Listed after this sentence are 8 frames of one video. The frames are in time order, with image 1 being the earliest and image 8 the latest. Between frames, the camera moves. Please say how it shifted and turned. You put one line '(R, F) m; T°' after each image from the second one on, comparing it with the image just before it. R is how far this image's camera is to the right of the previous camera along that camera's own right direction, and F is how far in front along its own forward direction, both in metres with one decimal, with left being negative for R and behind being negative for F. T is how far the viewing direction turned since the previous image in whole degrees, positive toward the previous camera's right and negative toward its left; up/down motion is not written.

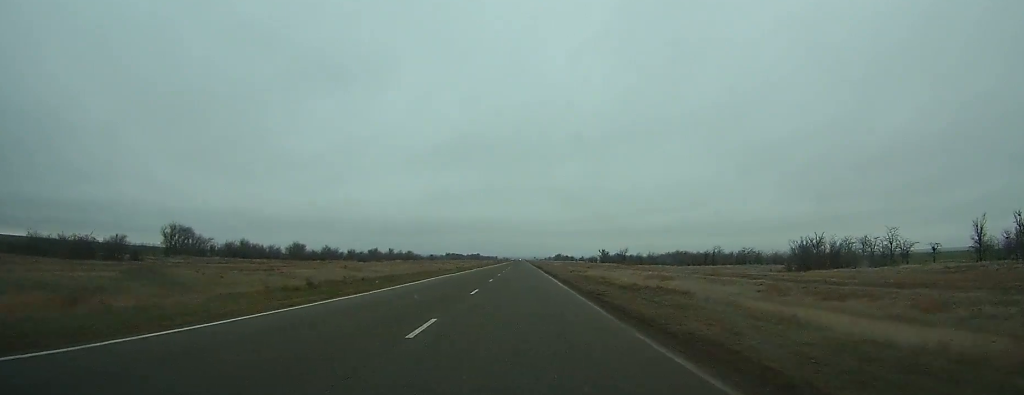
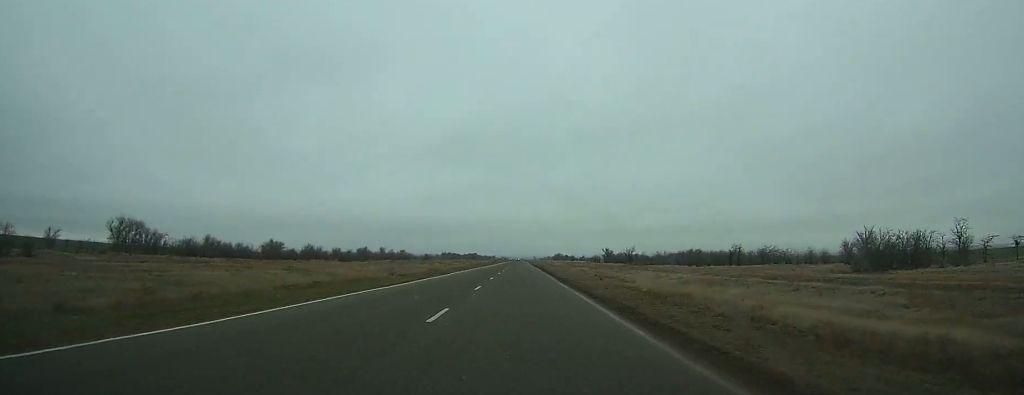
(0.0, +23.2) m; 0°
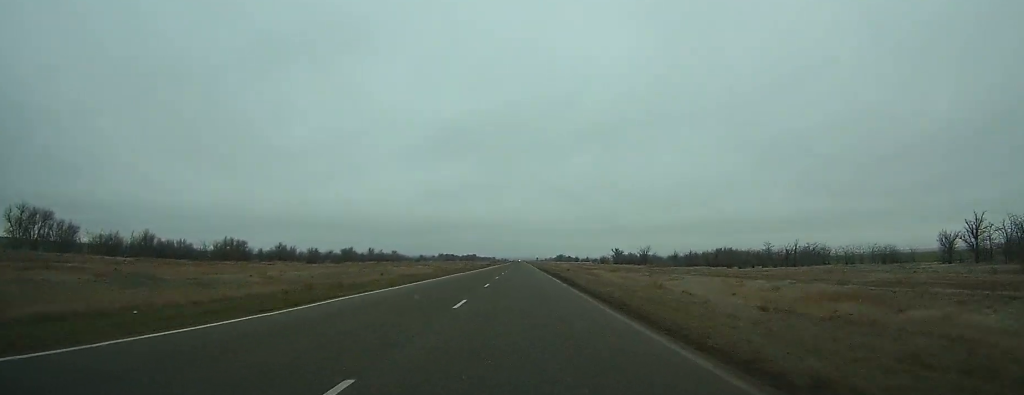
(0.0, +34.0) m; 0°
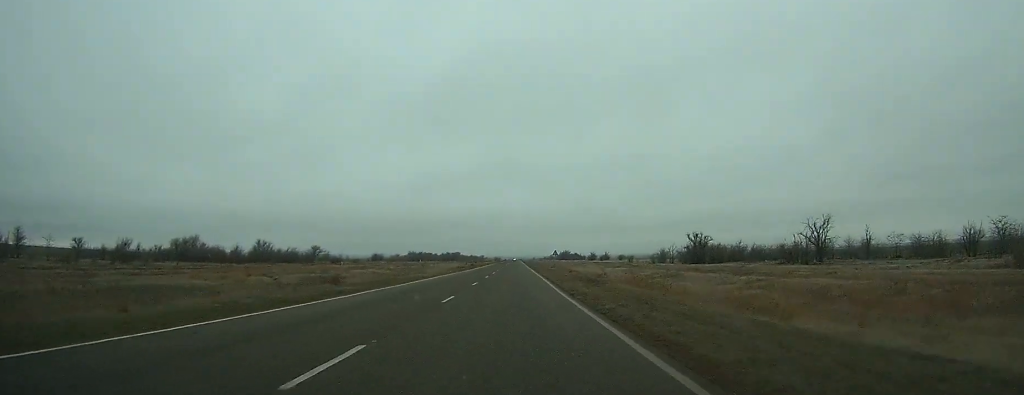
(+0.3, +154.6) m; 0°
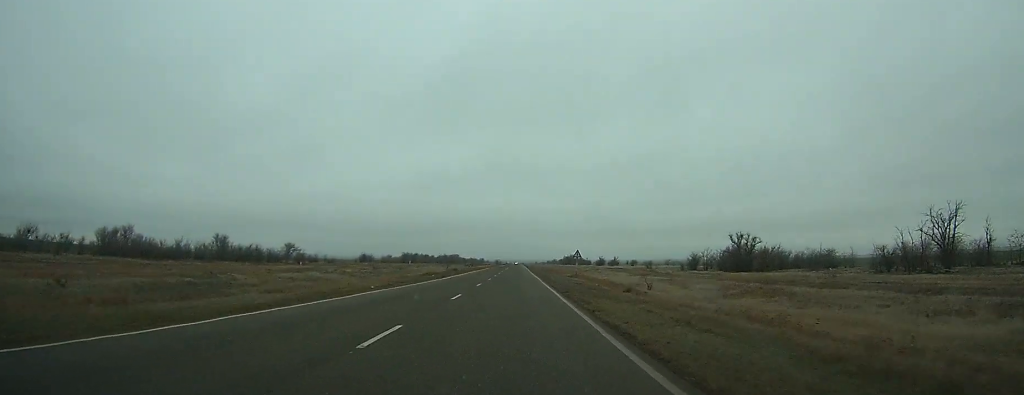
(0.0, +31.8) m; 0°
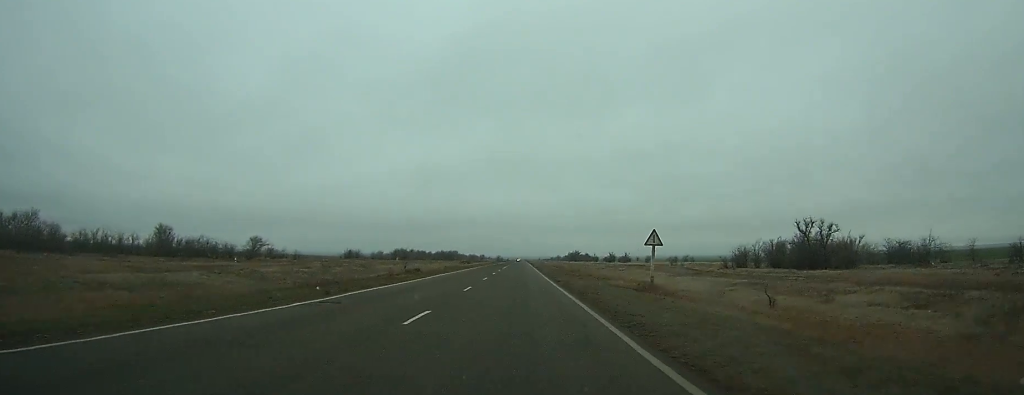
(0.0, +33.1) m; 0°
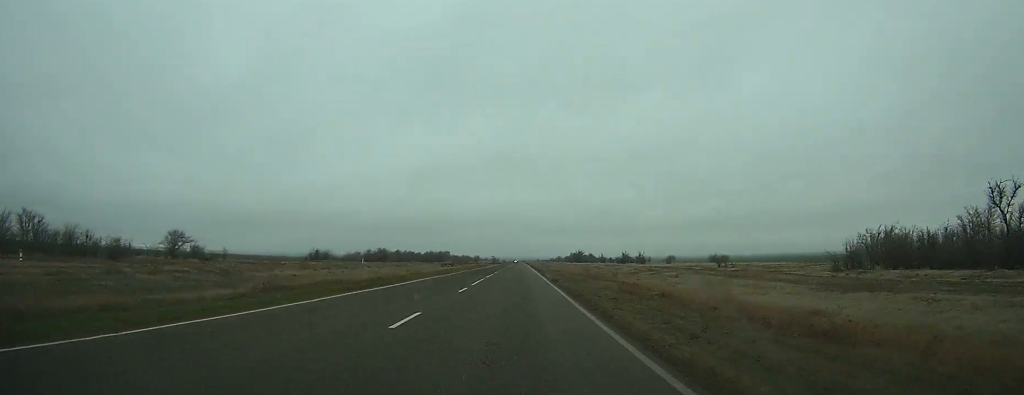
(0.0, +50.6) m; 0°
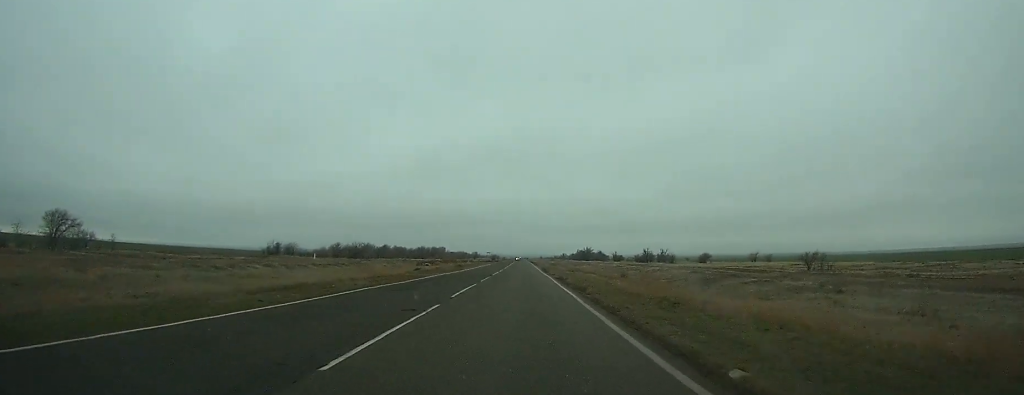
(0.0, +48.1) m; 0°
